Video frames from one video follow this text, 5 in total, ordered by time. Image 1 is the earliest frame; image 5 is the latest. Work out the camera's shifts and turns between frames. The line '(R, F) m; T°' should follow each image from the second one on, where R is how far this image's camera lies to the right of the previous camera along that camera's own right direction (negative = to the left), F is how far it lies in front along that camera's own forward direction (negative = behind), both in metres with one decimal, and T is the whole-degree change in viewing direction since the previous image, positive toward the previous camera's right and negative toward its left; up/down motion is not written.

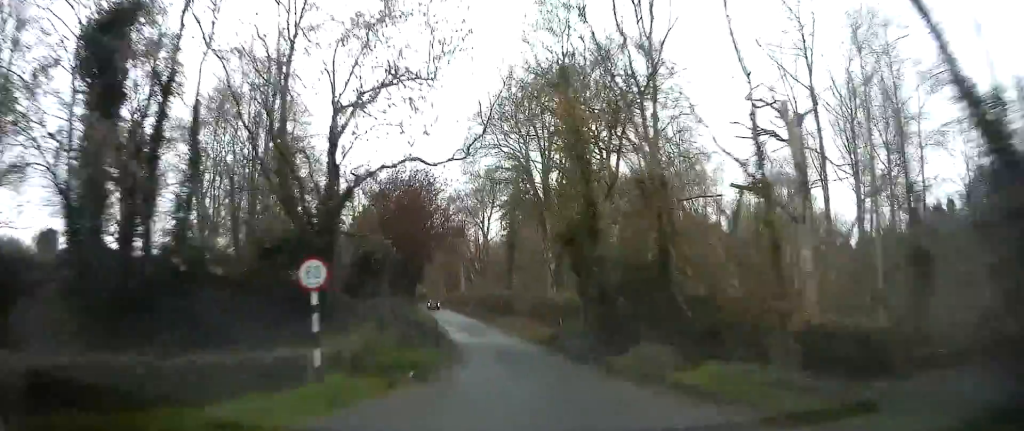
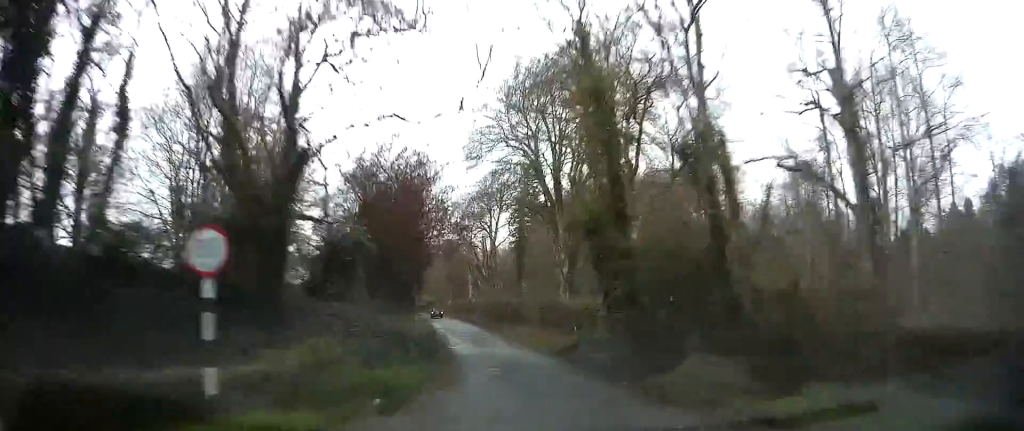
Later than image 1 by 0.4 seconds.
(-0.1, +3.2) m; -1°
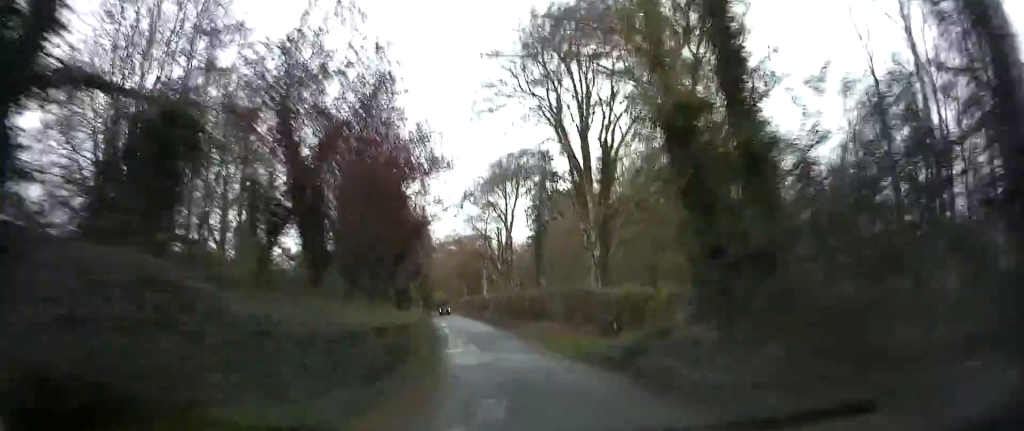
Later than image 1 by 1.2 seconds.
(-0.1, +6.9) m; -1°
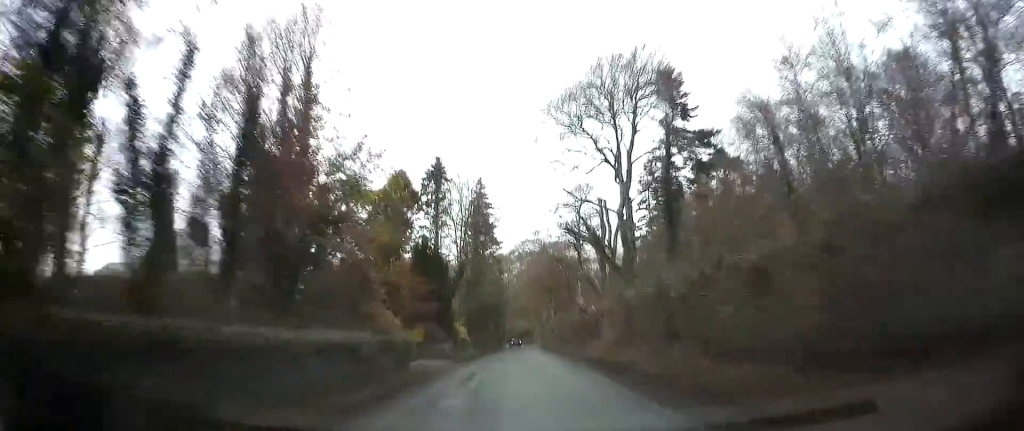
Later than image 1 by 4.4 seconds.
(-0.3, +31.8) m; -2°
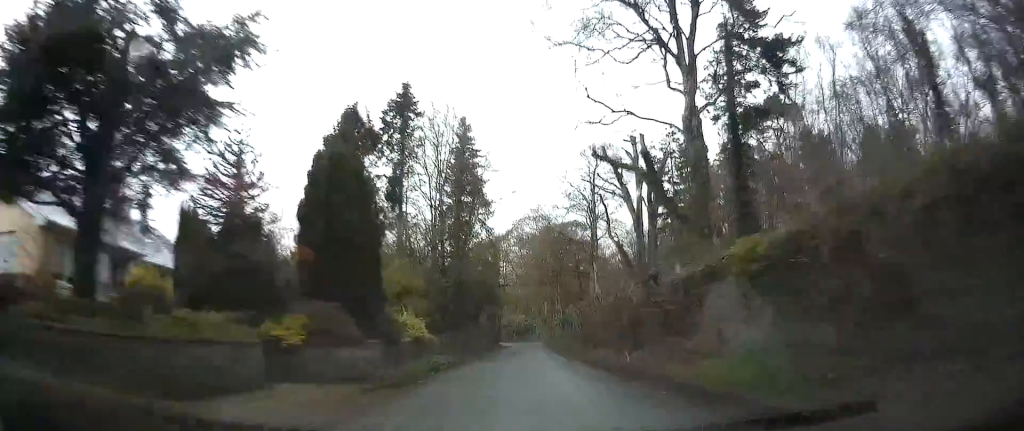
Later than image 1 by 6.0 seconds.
(-0.5, +16.2) m; -3°
